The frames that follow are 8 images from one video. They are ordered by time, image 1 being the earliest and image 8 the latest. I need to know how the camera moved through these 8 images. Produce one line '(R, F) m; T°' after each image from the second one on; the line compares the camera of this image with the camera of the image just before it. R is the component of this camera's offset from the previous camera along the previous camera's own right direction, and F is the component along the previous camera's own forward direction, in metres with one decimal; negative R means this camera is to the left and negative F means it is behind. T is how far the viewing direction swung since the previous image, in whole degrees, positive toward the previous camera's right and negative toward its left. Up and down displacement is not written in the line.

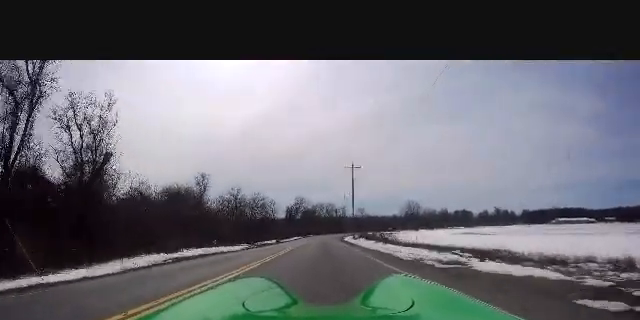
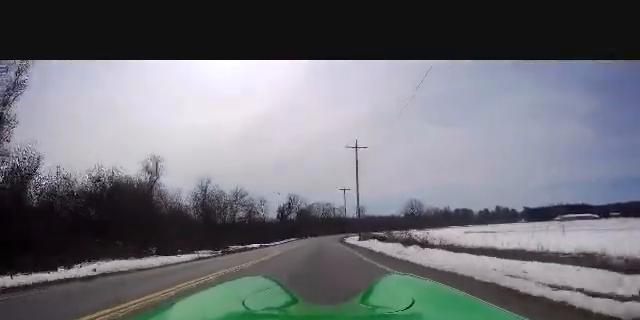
(-1.8, +13.2) m; -2°
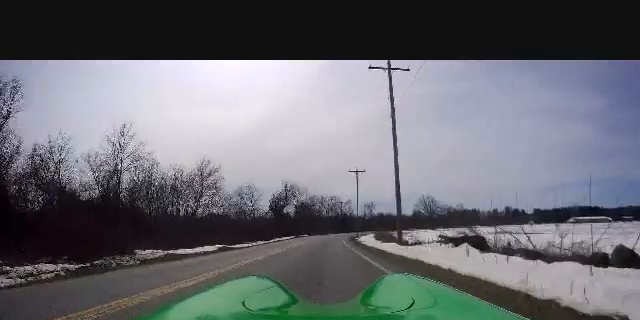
(+2.4, +20.4) m; +7°
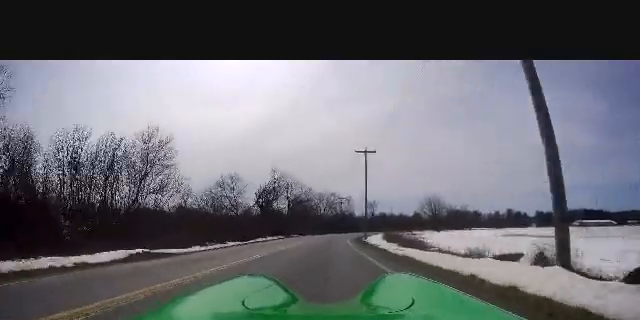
(0.0, +14.1) m; 0°
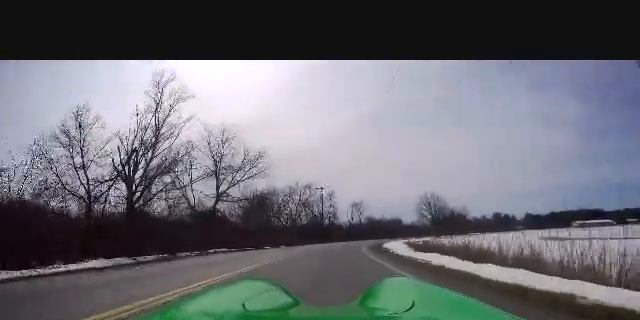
(-0.3, +39.2) m; +1°
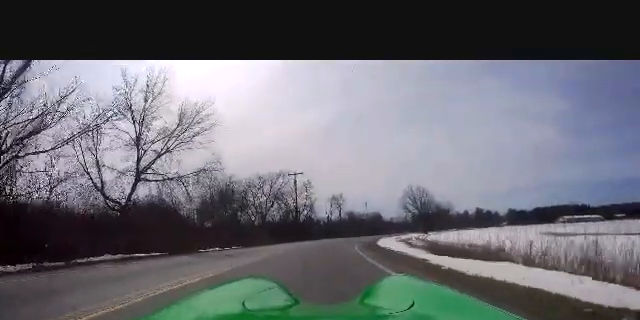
(+0.5, +12.9) m; +2°
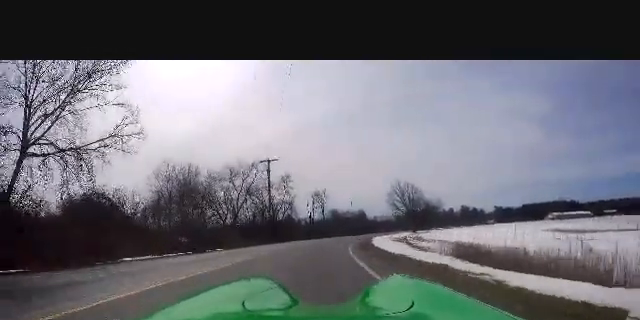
(+0.2, +10.2) m; +1°
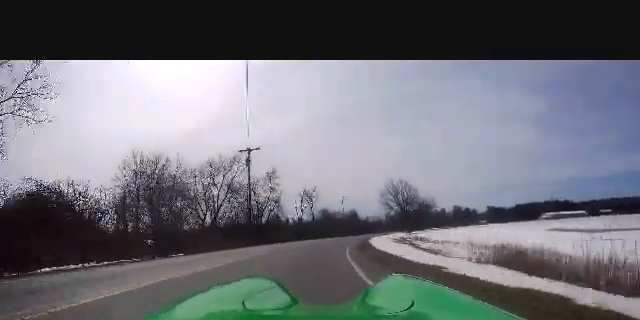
(0.0, +6.4) m; 0°
